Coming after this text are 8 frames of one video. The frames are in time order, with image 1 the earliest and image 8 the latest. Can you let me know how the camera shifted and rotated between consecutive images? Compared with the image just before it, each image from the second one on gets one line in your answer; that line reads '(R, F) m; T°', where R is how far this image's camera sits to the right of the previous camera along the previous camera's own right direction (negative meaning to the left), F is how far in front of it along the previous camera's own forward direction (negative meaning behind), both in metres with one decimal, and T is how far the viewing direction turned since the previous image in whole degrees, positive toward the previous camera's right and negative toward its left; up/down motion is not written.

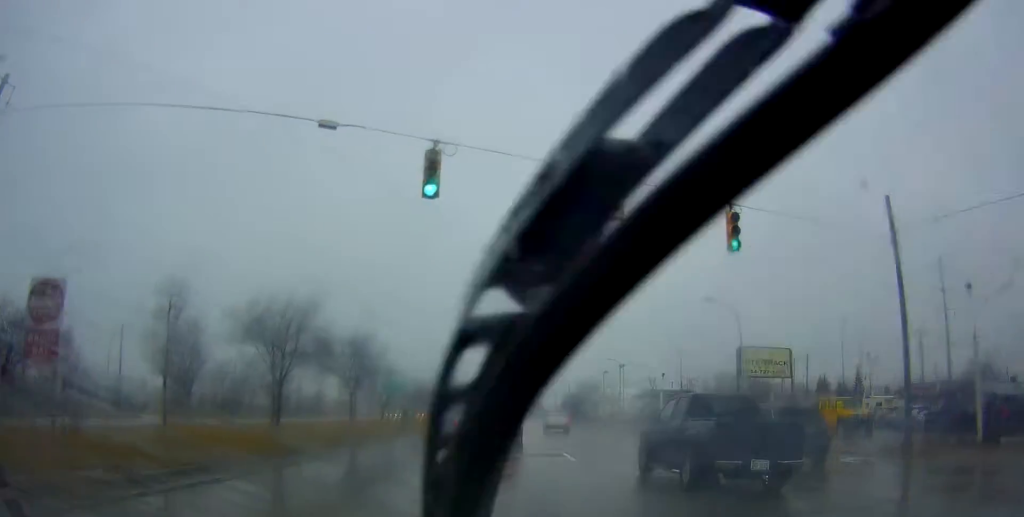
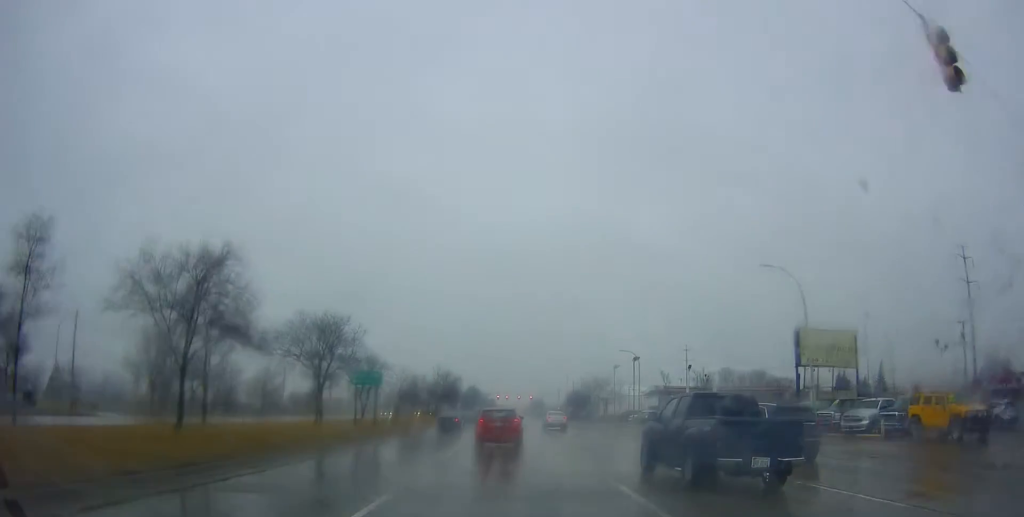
(+0.1, +9.1) m; 0°
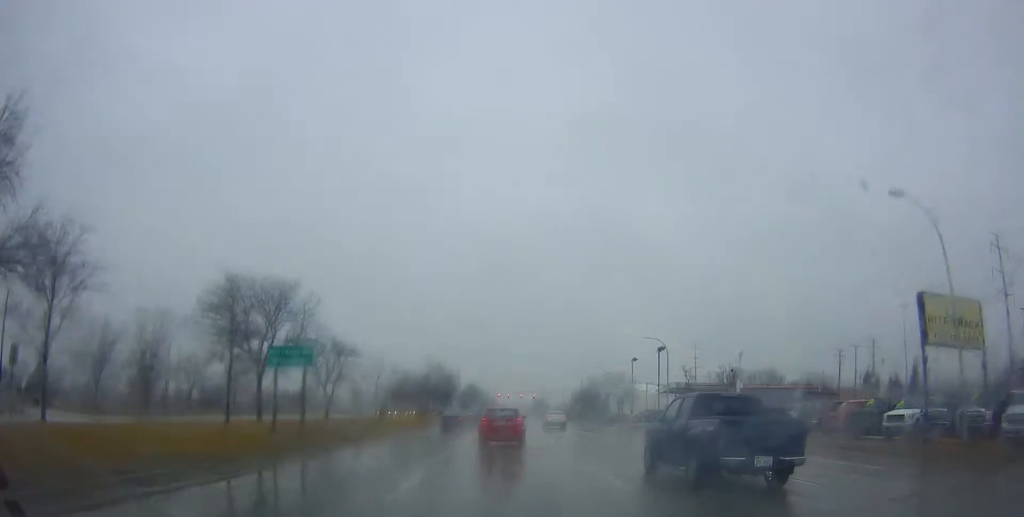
(+0.2, +12.1) m; 0°
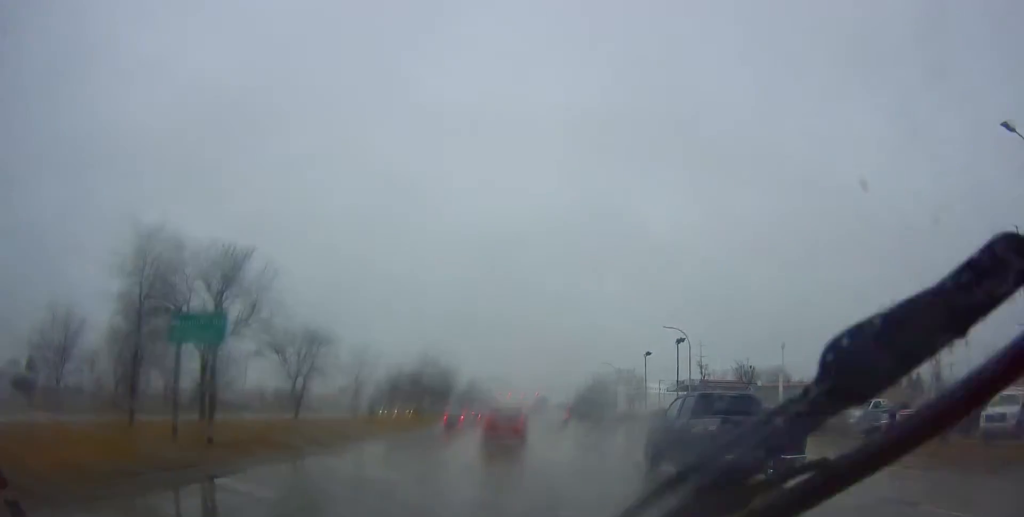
(-0.4, +7.0) m; -1°
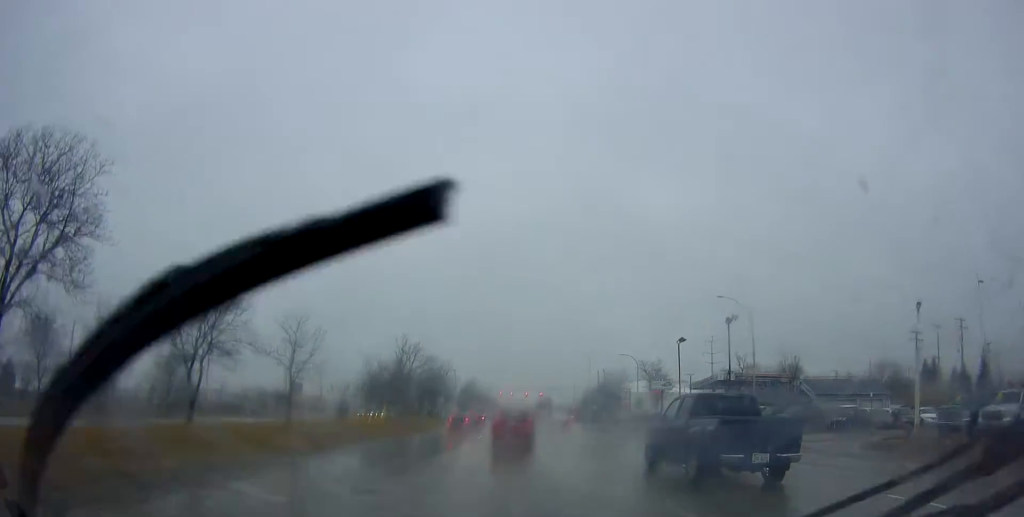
(+0.5, +14.2) m; 0°
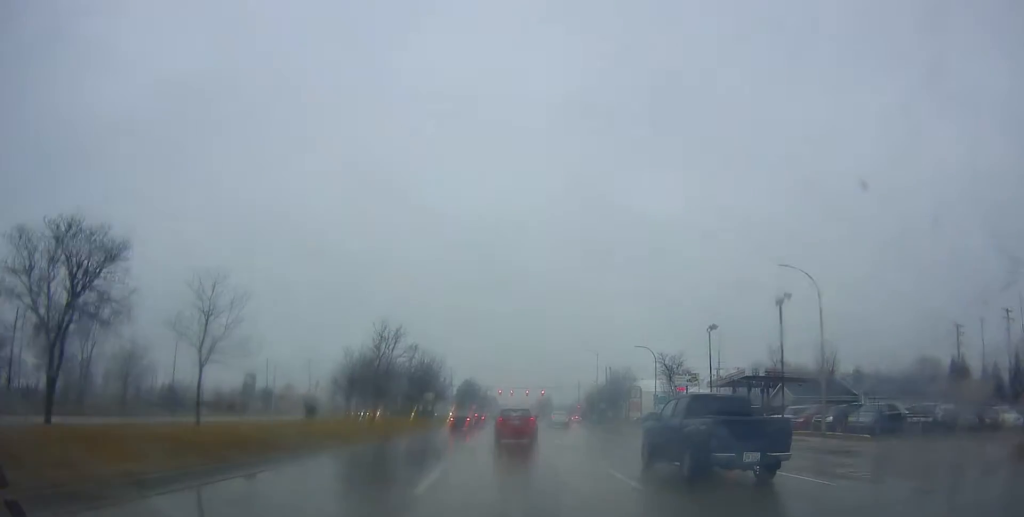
(-0.4, +9.5) m; -1°
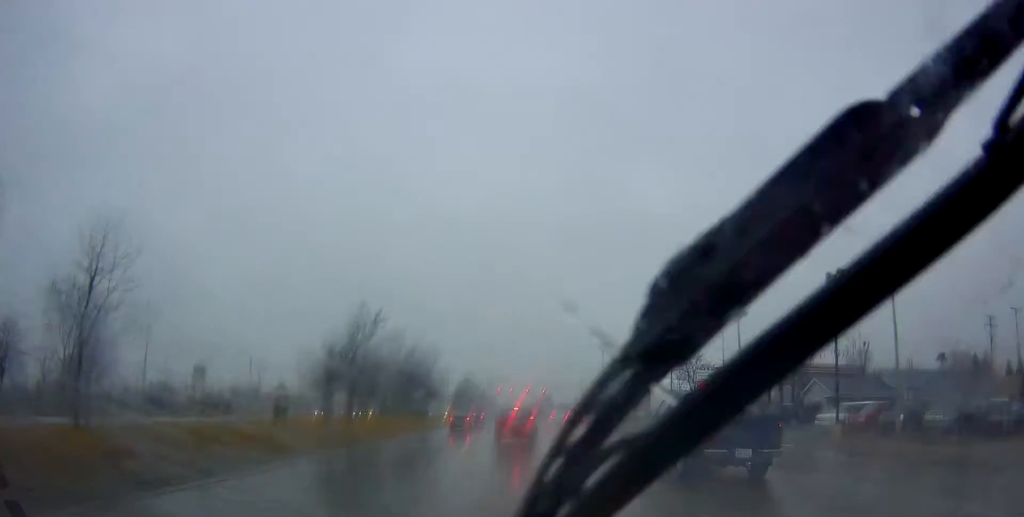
(+0.2, +7.0) m; 0°
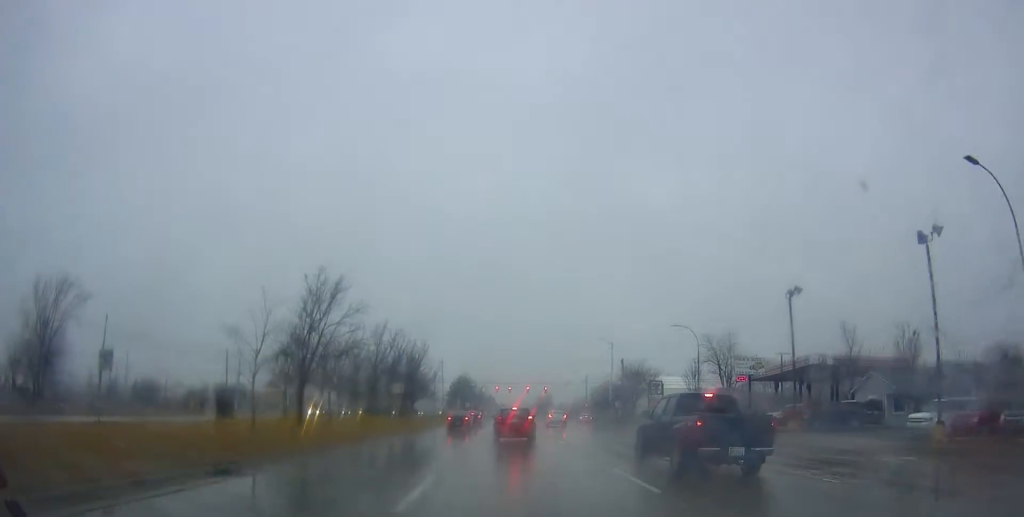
(+0.1, +9.0) m; 0°
